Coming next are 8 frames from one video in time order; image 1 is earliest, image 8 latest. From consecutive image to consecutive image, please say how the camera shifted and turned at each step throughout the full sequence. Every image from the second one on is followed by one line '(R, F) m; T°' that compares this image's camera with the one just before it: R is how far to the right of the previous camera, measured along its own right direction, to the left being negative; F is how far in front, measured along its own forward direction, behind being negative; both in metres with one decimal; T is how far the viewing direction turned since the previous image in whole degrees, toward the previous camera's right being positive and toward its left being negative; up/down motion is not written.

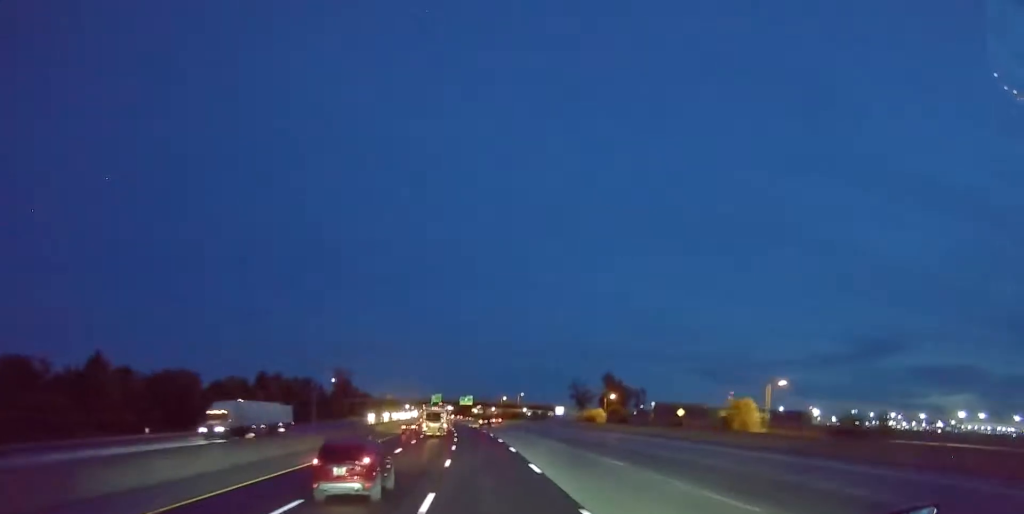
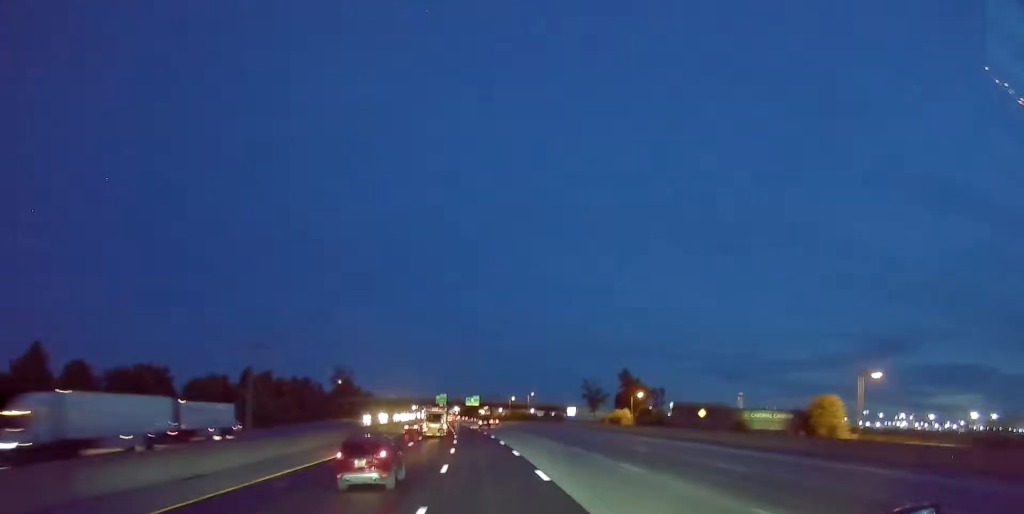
(-0.5, +15.4) m; -2°
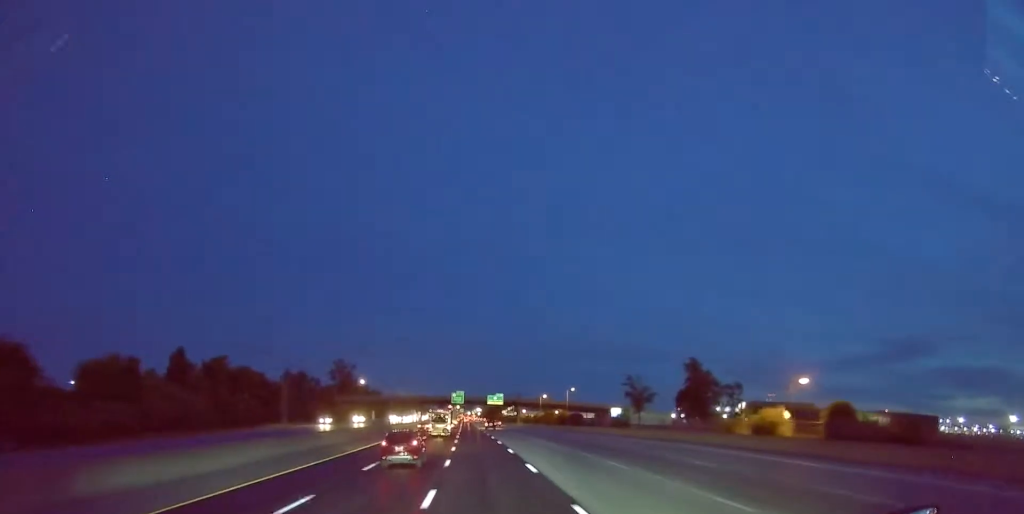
(-1.3, +45.3) m; -2°
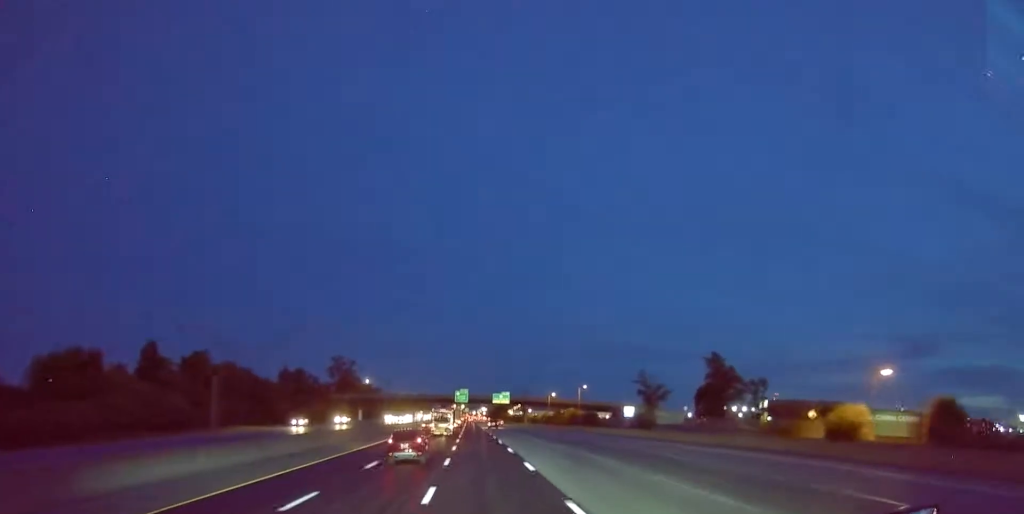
(+0.1, +11.7) m; 0°
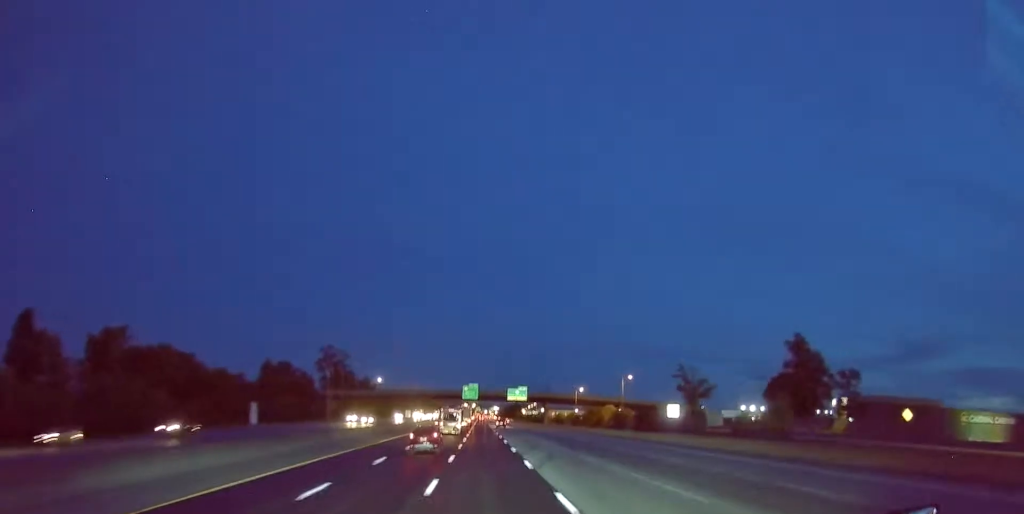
(-0.3, +35.6) m; 0°
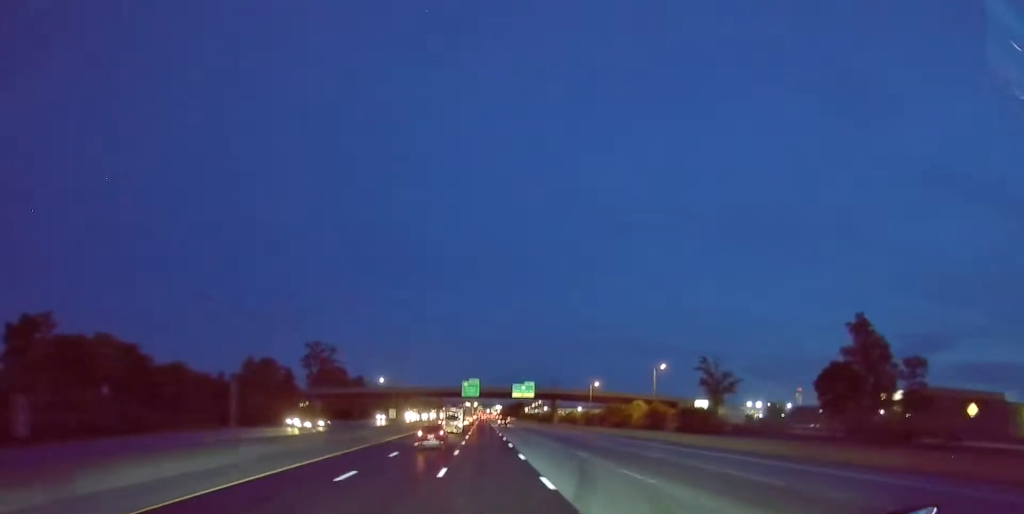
(+0.2, +20.7) m; -1°
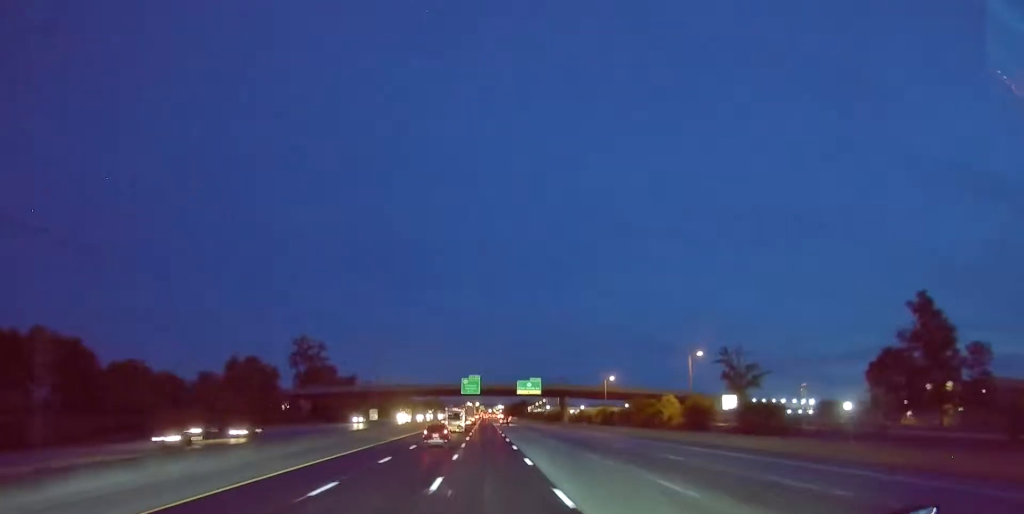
(-0.5, +16.0) m; -1°
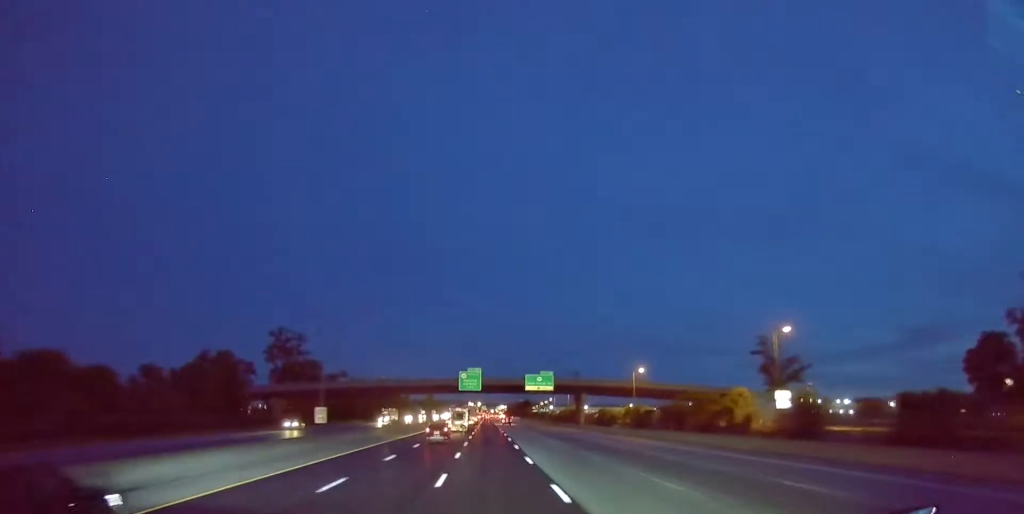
(+0.2, +23.5) m; 0°
